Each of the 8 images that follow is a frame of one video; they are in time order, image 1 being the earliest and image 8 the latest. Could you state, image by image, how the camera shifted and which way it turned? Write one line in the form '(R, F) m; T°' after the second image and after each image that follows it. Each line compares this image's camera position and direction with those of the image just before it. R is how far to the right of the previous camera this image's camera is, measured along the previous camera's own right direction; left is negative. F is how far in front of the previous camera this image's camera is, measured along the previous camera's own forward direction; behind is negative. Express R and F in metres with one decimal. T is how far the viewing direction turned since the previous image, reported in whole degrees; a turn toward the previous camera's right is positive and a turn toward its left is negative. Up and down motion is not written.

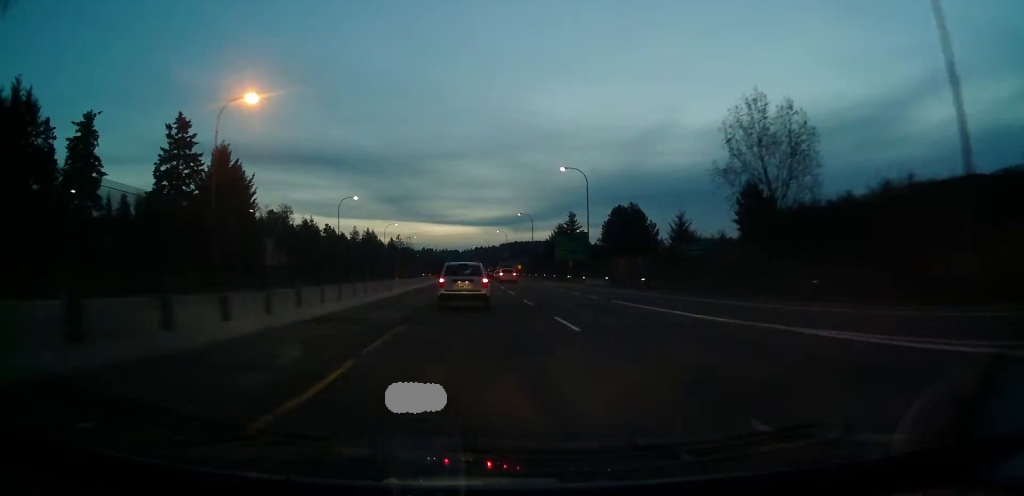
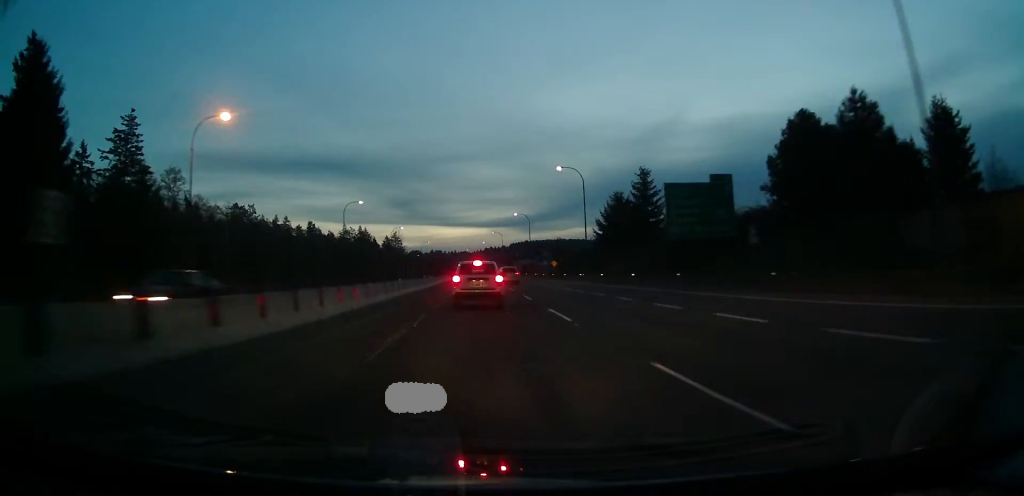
(-2.6, +58.5) m; -3°
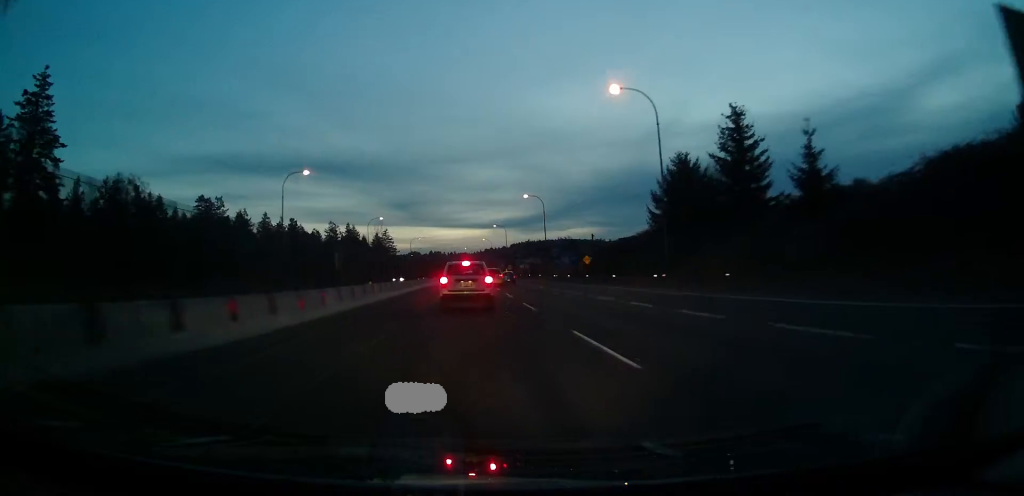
(0.0, +34.0) m; 0°
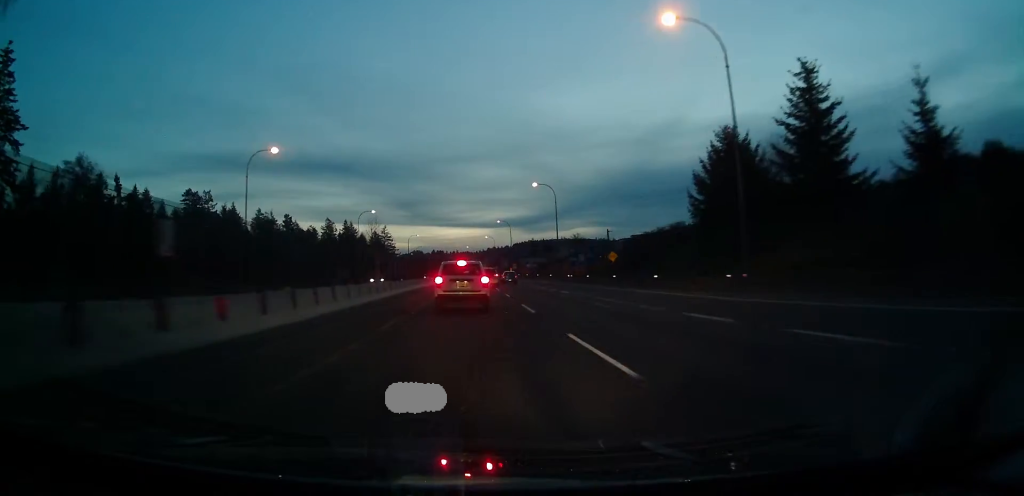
(0.0, +13.0) m; 0°
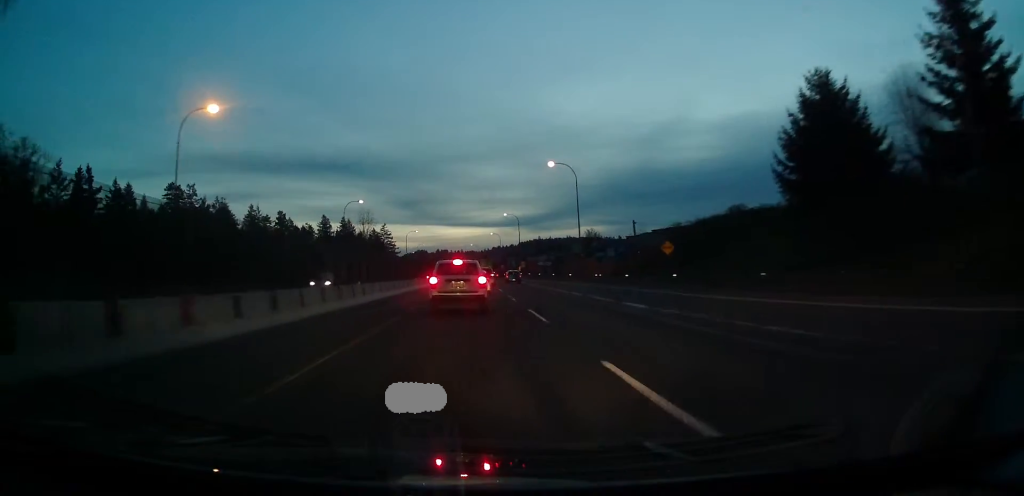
(0.0, +16.6) m; 0°
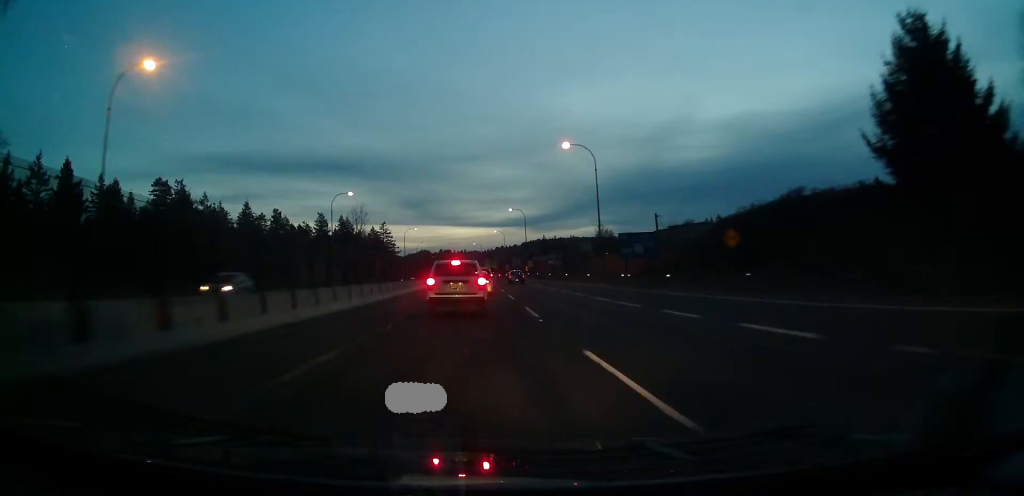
(0.0, +10.9) m; 0°
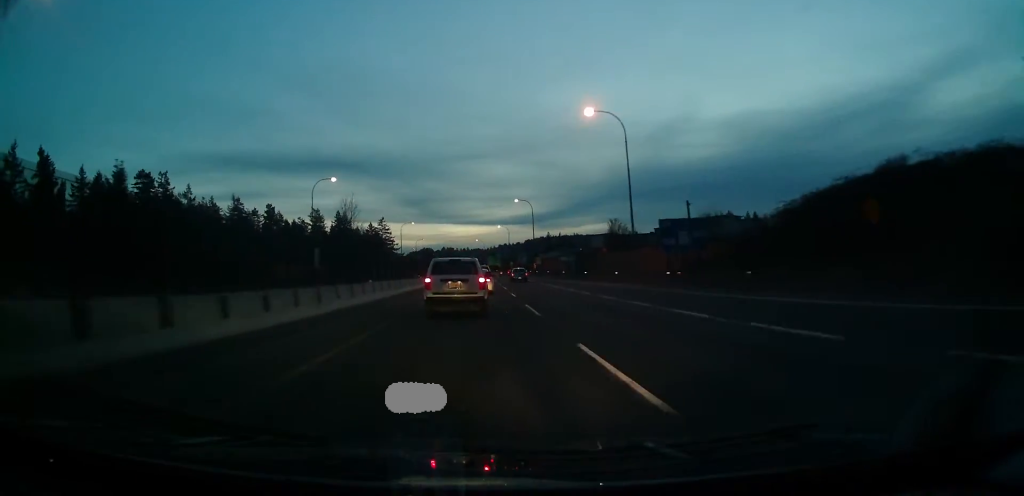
(0.0, +12.8) m; 0°
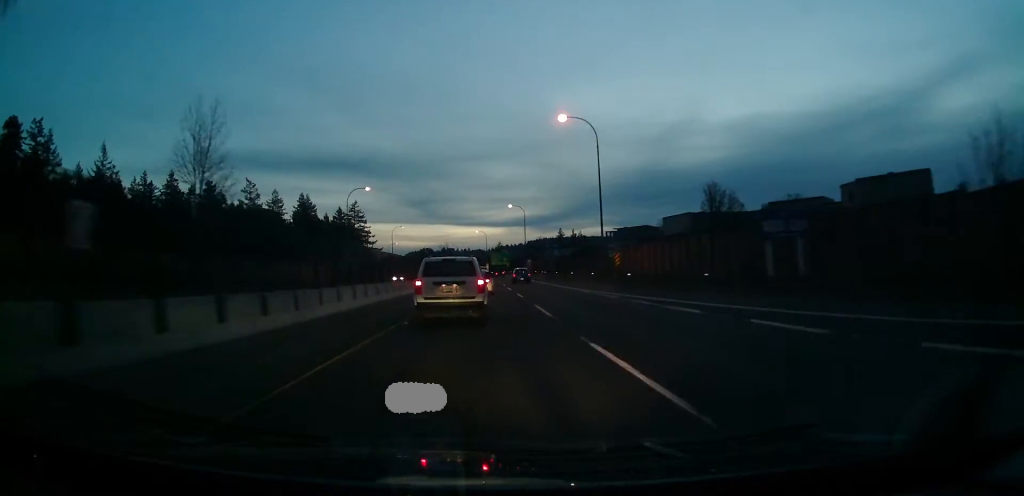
(+0.8, +65.3) m; +1°
